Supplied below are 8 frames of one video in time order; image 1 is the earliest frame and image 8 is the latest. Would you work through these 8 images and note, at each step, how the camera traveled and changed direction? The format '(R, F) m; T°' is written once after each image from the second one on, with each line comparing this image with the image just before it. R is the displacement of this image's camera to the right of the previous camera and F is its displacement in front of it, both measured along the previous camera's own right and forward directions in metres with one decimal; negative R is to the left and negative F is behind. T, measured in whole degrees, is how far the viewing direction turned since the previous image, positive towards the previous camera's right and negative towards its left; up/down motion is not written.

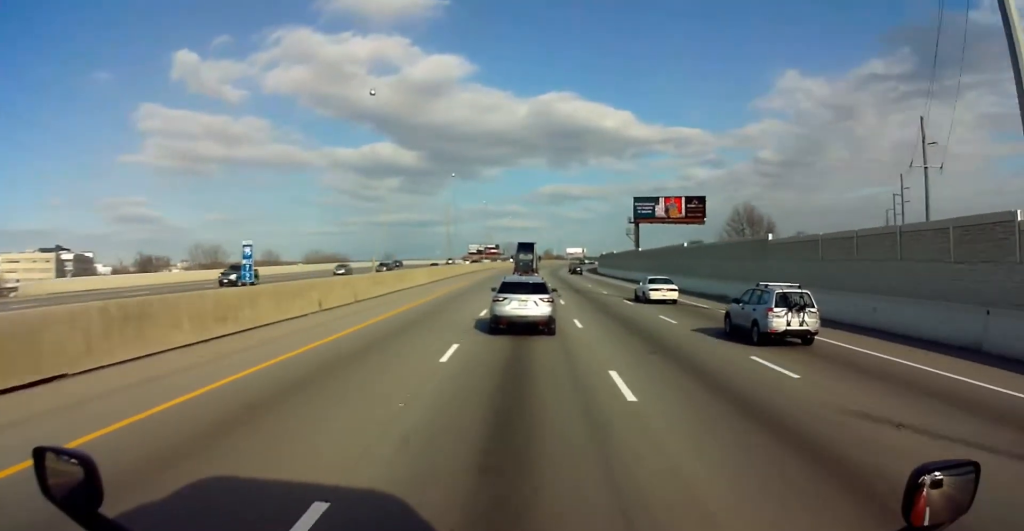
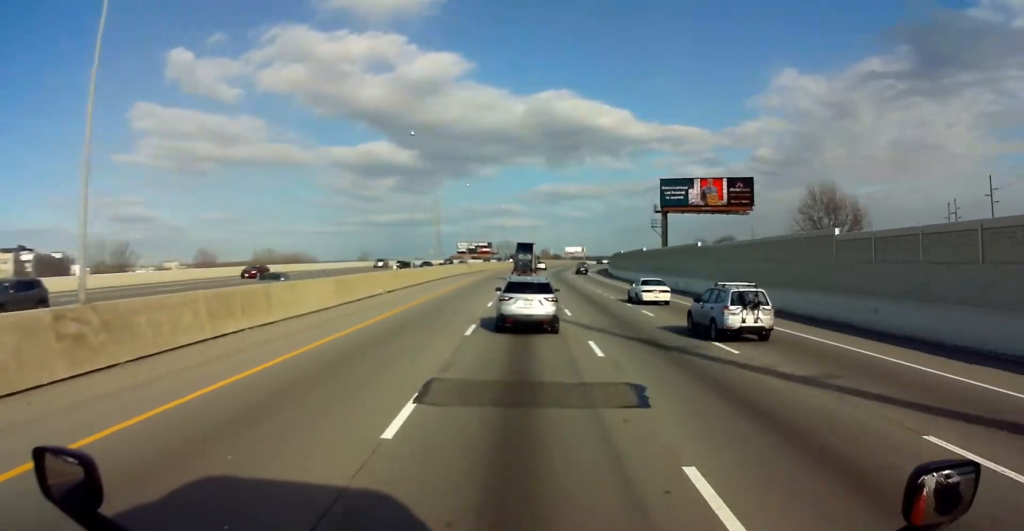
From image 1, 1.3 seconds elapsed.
(-0.2, +30.9) m; -1°
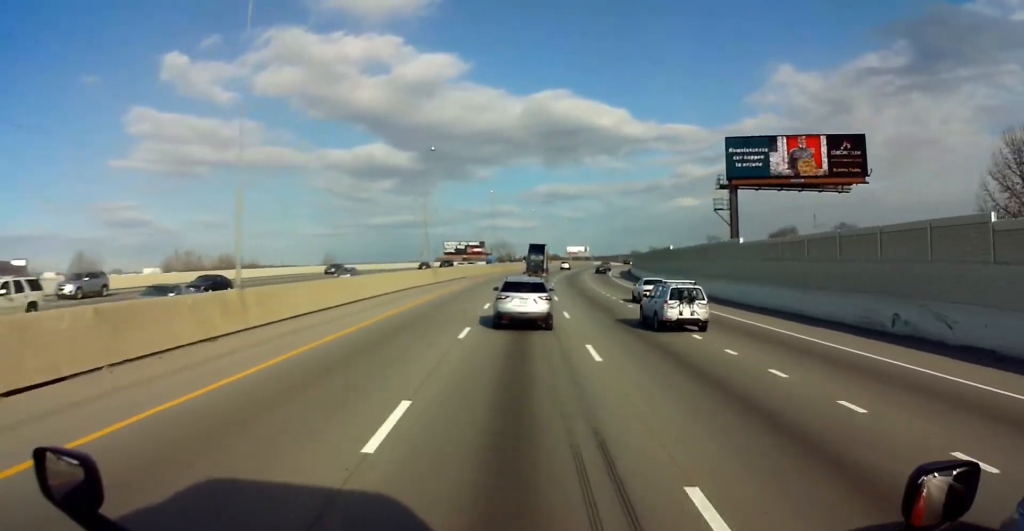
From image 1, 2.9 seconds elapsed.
(+0.7, +37.1) m; +3°
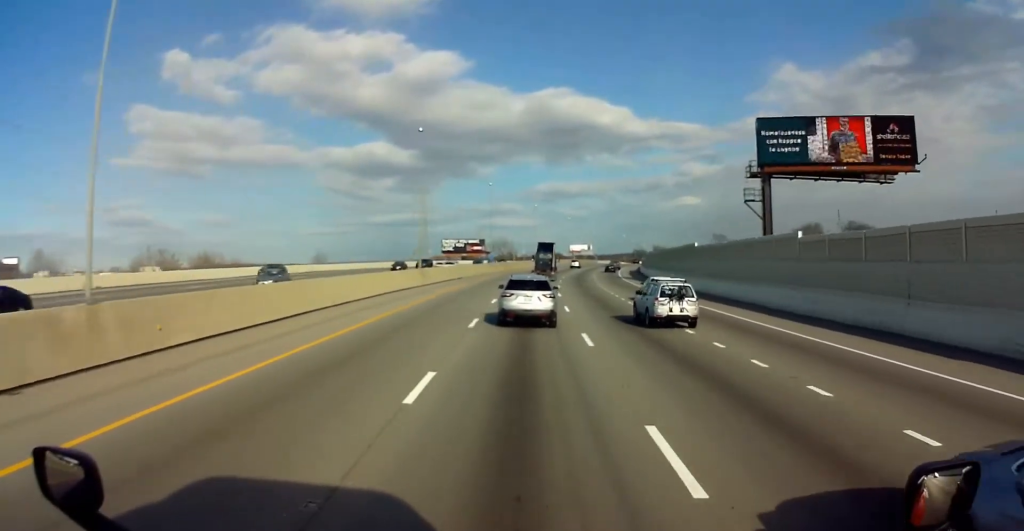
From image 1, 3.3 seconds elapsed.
(+0.3, +9.4) m; +1°
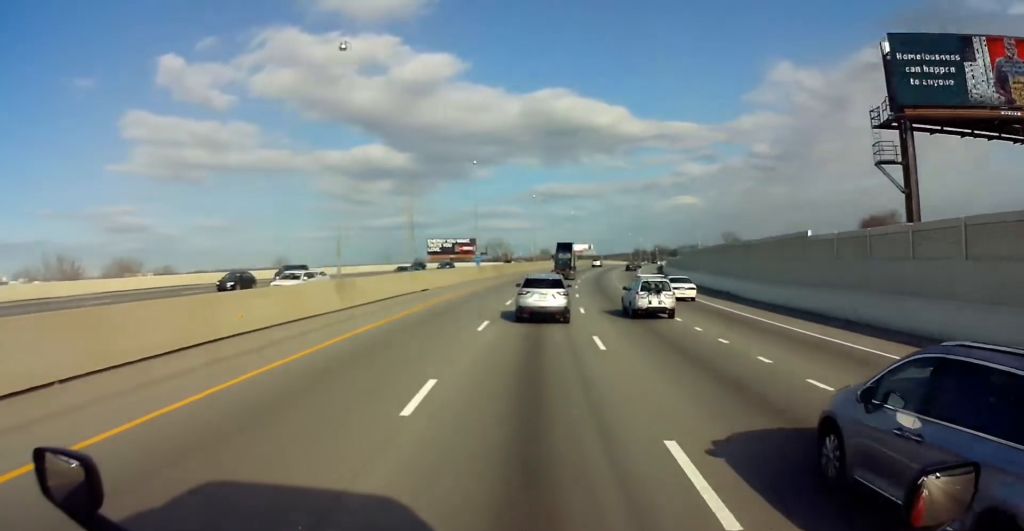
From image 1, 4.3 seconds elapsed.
(+0.2, +25.1) m; 0°
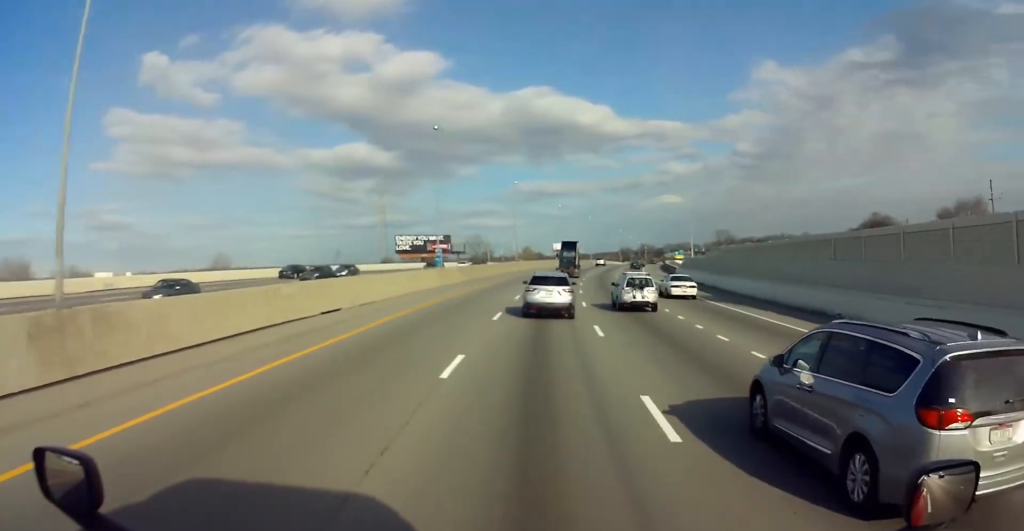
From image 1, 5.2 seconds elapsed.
(0.0, +21.2) m; 0°
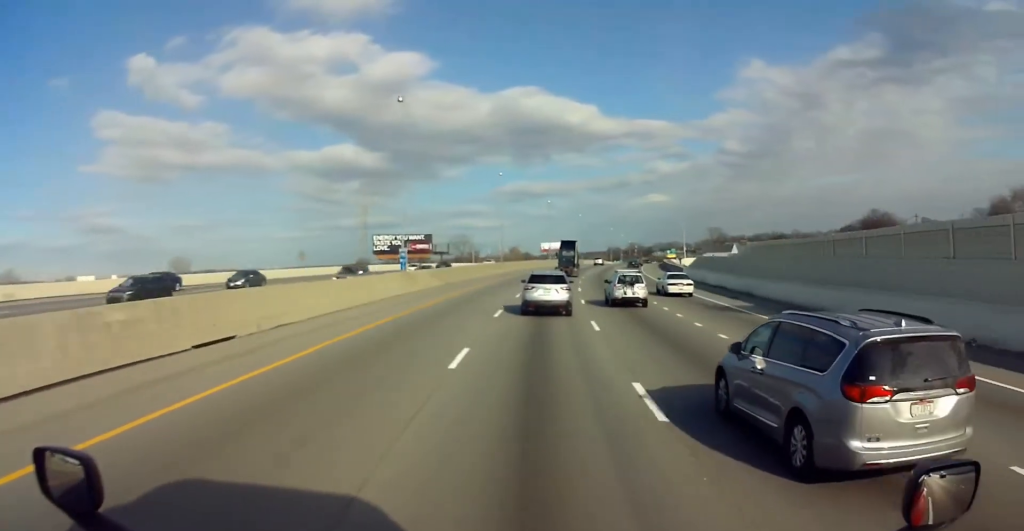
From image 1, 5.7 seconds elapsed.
(0.0, +11.0) m; +1°
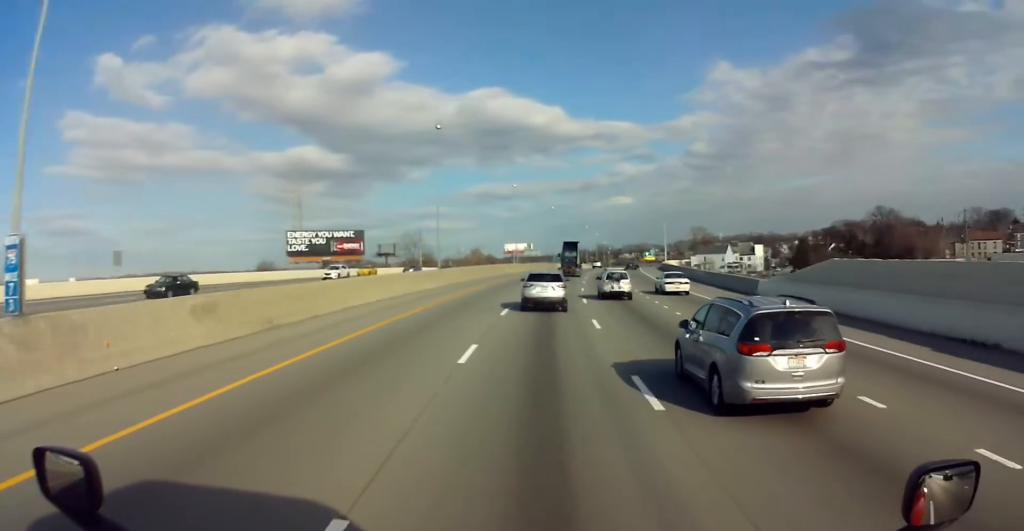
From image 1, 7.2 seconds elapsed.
(+1.2, +35.8) m; +3°
